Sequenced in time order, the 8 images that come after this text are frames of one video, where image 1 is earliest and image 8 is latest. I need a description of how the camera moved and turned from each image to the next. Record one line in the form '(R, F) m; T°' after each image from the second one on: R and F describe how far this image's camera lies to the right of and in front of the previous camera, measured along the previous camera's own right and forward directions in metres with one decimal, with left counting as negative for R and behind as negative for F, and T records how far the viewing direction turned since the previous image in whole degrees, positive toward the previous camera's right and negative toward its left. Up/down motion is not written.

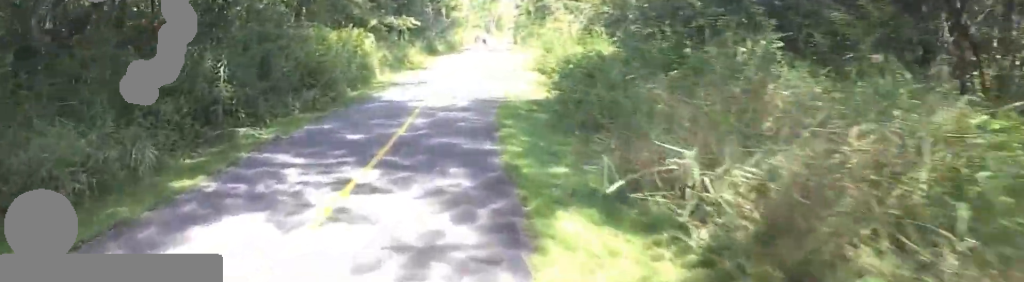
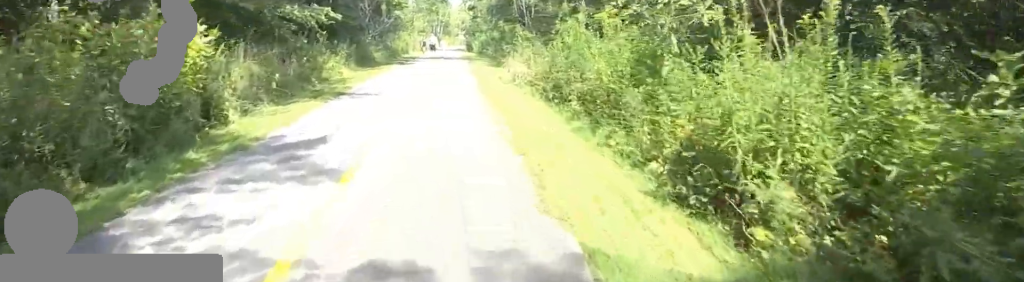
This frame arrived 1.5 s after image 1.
(+1.0, +10.6) m; -1°
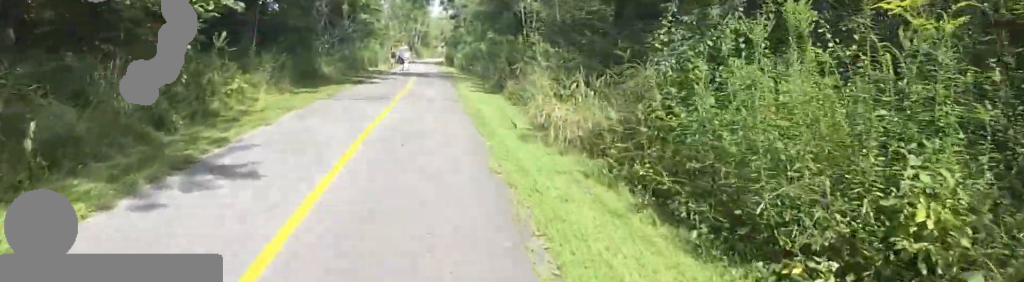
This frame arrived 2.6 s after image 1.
(-0.6, +7.8) m; -2°
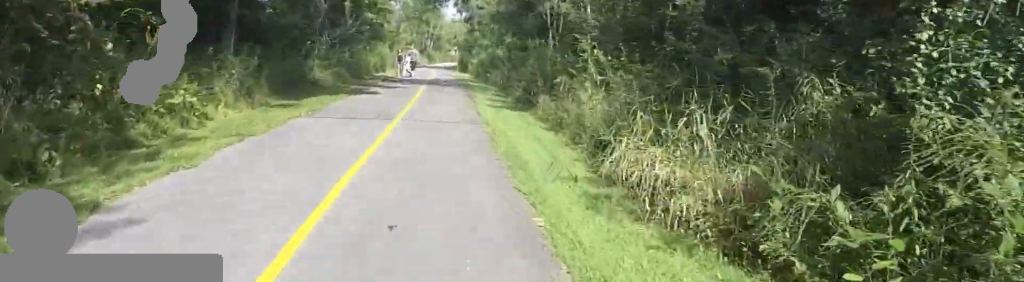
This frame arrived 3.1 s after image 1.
(+0.1, +3.5) m; 0°
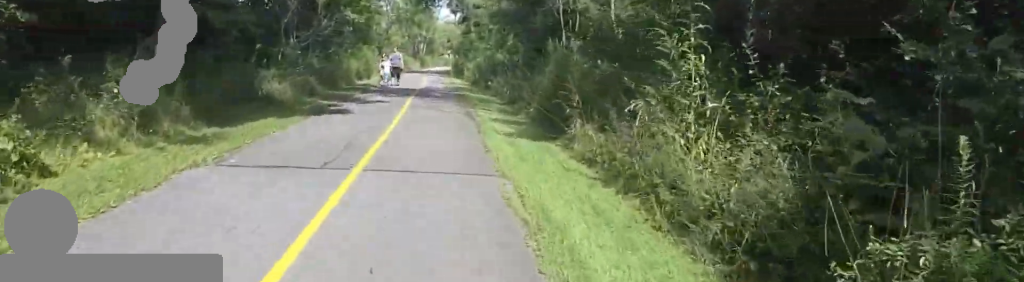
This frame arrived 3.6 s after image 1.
(+0.2, +4.4) m; 0°
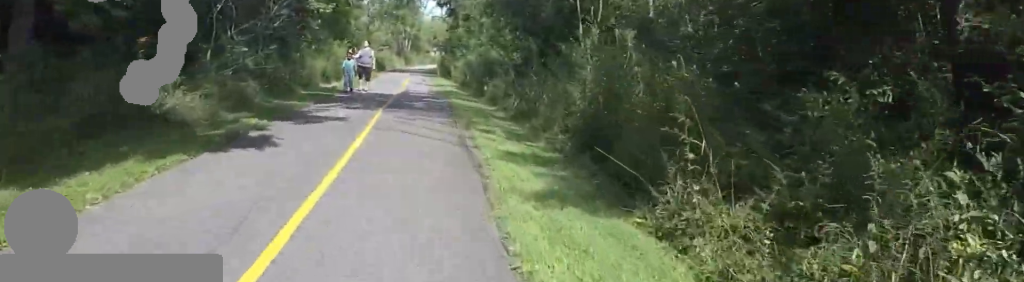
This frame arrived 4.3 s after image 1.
(-0.3, +5.0) m; 0°
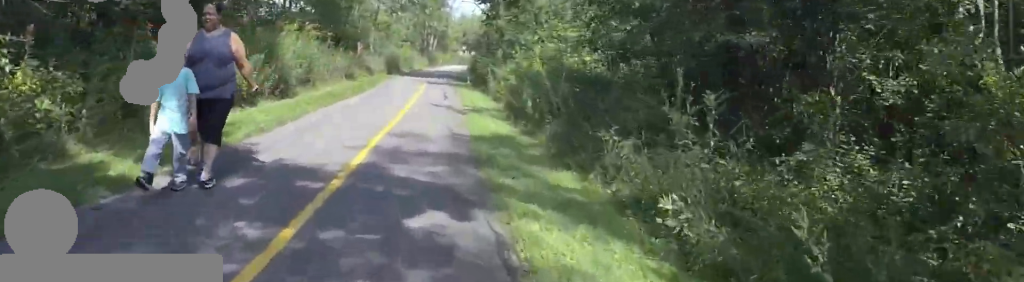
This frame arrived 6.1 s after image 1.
(+1.2, +12.5) m; +10°
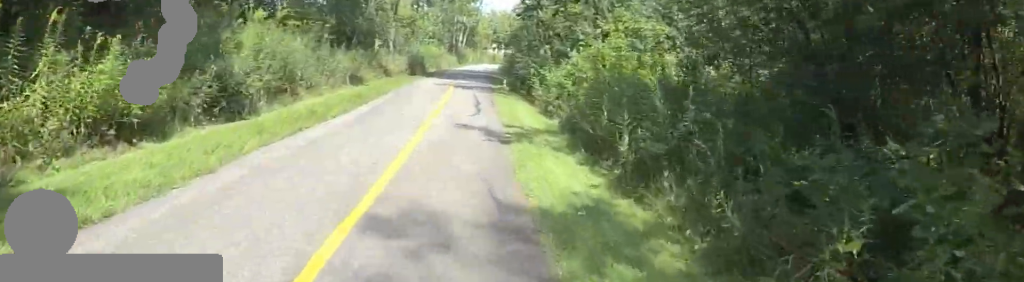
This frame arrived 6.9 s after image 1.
(+0.2, +5.1) m; +1°
